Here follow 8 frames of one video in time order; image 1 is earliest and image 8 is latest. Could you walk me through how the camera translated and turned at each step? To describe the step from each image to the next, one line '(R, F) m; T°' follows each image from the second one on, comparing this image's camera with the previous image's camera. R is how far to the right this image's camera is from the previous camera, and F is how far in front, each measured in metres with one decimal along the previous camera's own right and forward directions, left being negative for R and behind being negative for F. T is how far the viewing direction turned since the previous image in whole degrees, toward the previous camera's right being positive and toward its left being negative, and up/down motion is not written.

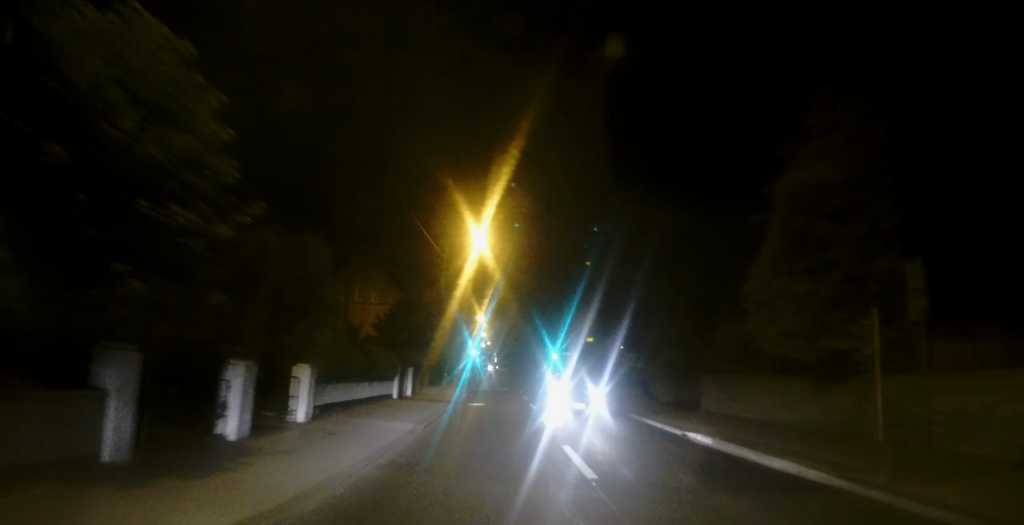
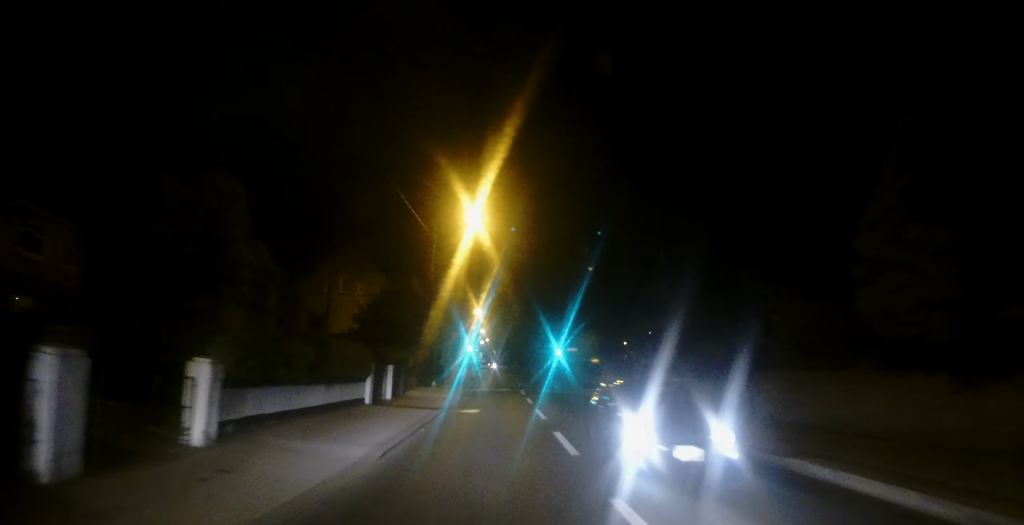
(+0.1, +5.0) m; +1°
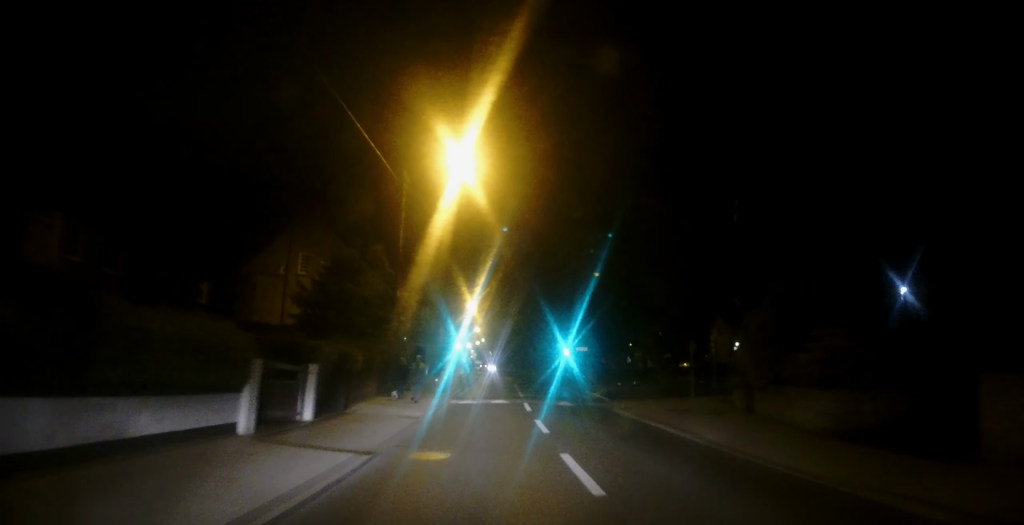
(+0.2, +9.5) m; -1°
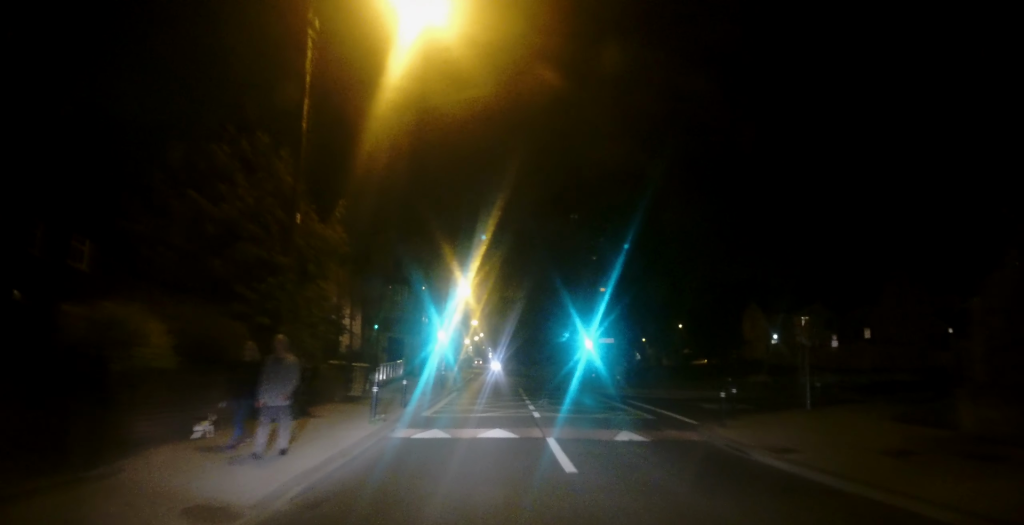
(-0.6, +11.7) m; -1°
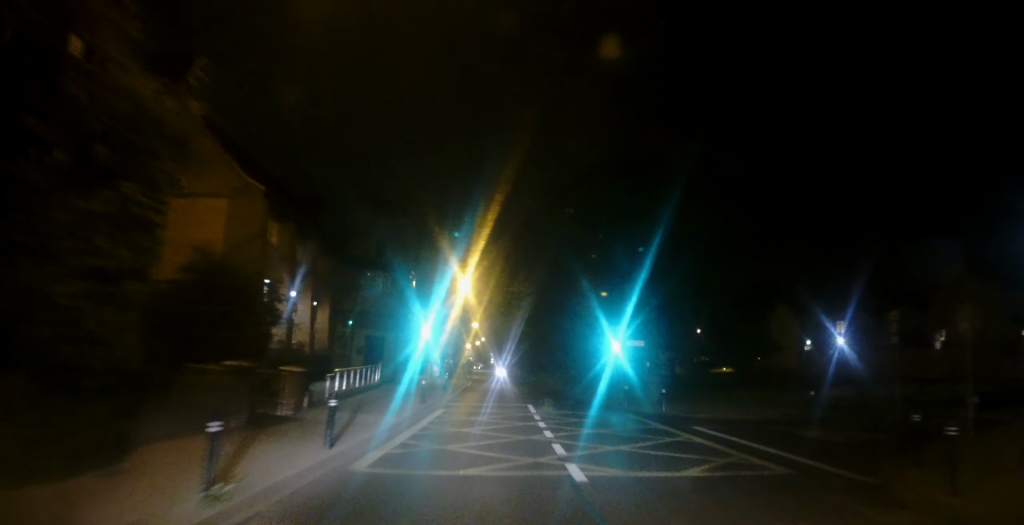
(+0.5, +7.5) m; +1°
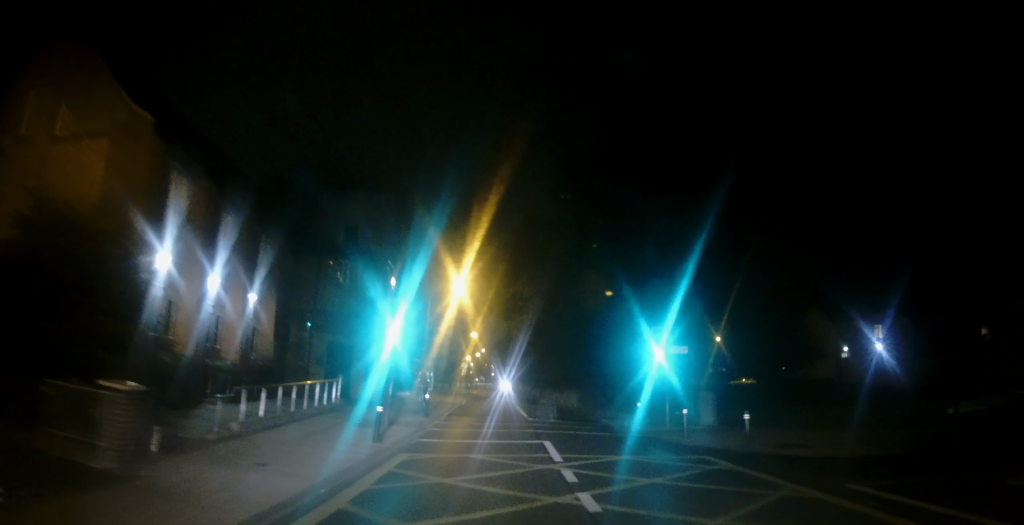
(-0.5, +7.2) m; +1°
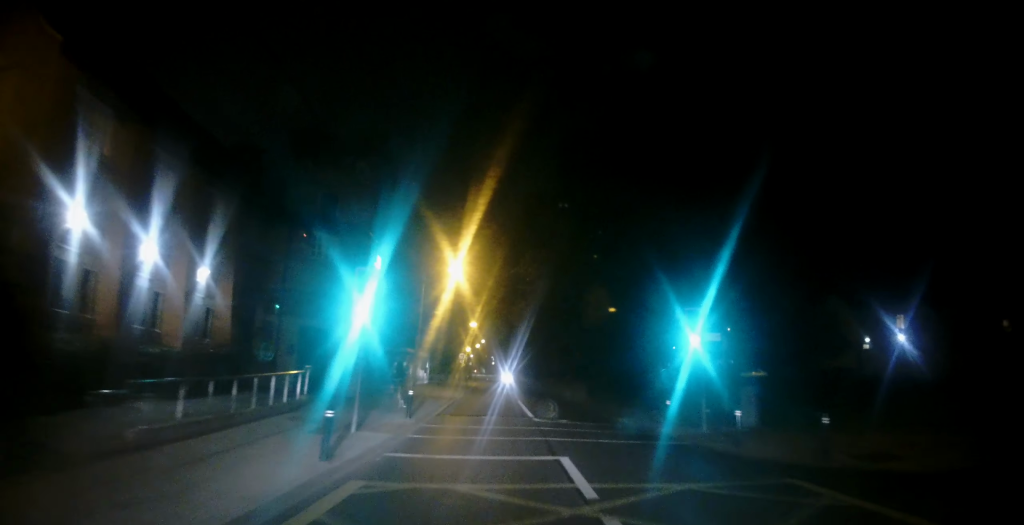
(+0.3, +3.7) m; 0°
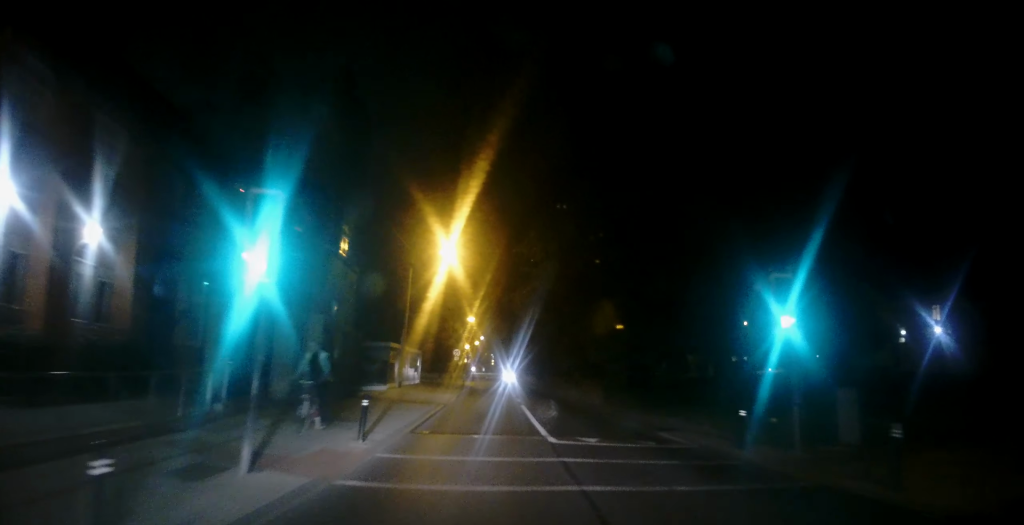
(+0.2, +5.4) m; 0°
